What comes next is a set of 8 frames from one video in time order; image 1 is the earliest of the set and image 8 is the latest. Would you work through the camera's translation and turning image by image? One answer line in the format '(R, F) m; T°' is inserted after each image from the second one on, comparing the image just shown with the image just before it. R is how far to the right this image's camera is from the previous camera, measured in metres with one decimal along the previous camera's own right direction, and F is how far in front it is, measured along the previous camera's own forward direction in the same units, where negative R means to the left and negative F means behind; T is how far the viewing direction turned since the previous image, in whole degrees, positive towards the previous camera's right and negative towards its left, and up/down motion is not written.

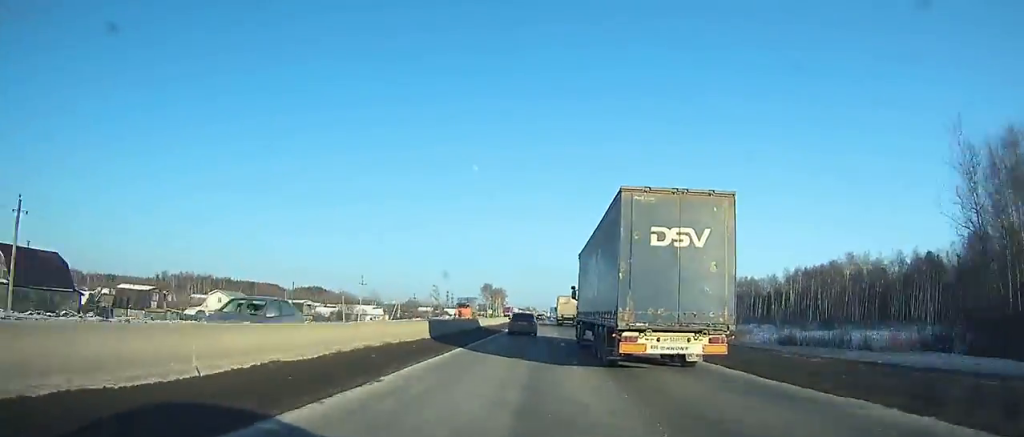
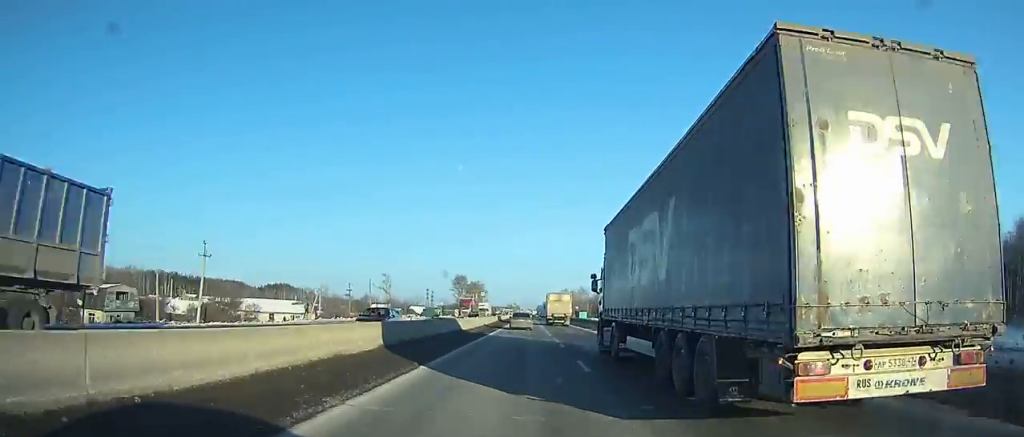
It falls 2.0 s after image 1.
(+0.5, +49.5) m; +1°
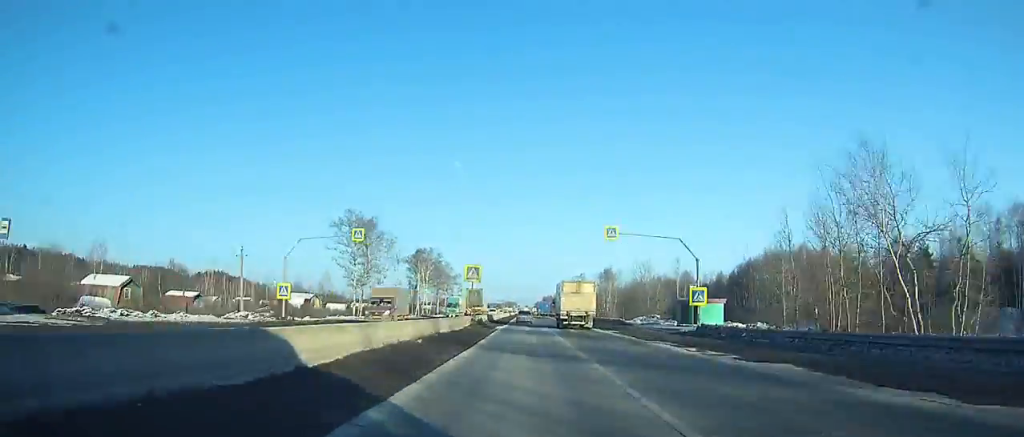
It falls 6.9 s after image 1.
(+1.2, +130.9) m; +1°
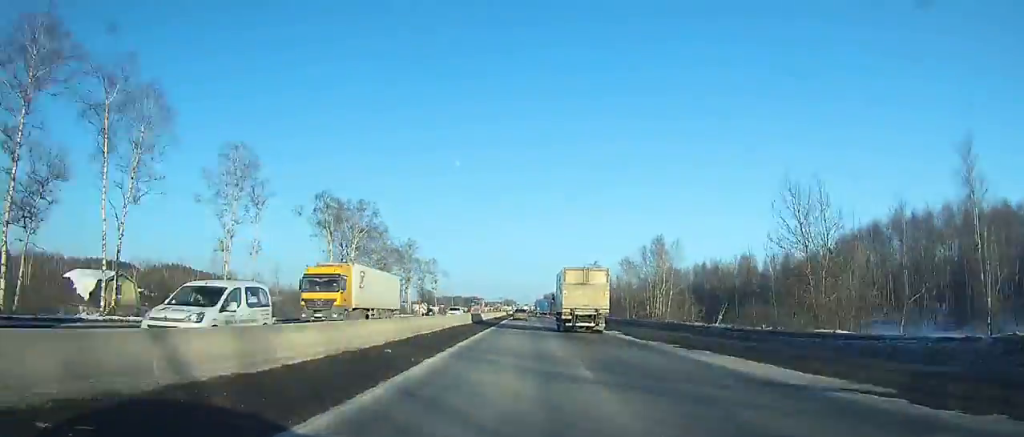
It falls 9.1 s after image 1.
(0.0, +60.3) m; 0°
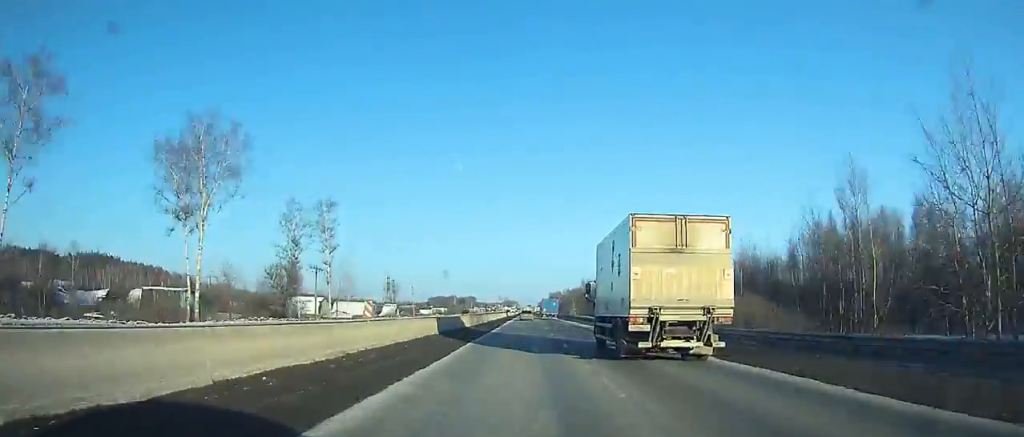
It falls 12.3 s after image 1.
(-0.2, +86.5) m; 0°
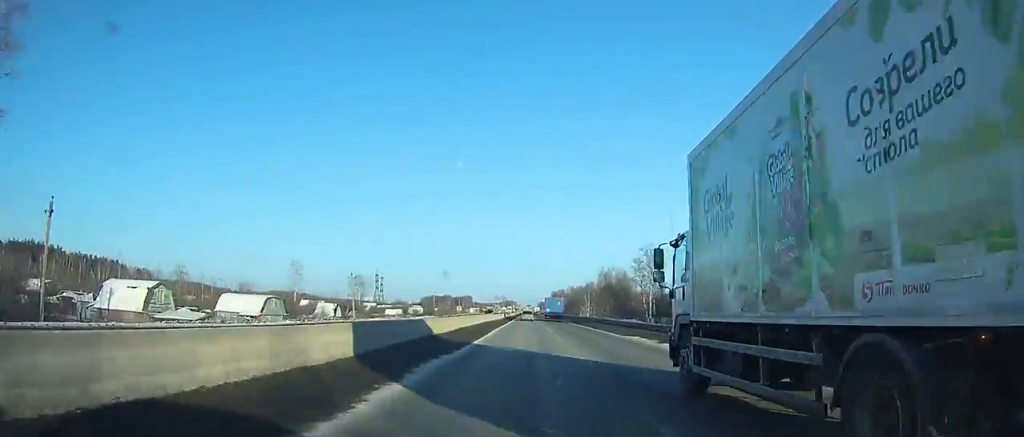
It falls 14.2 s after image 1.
(0.0, +50.5) m; 0°
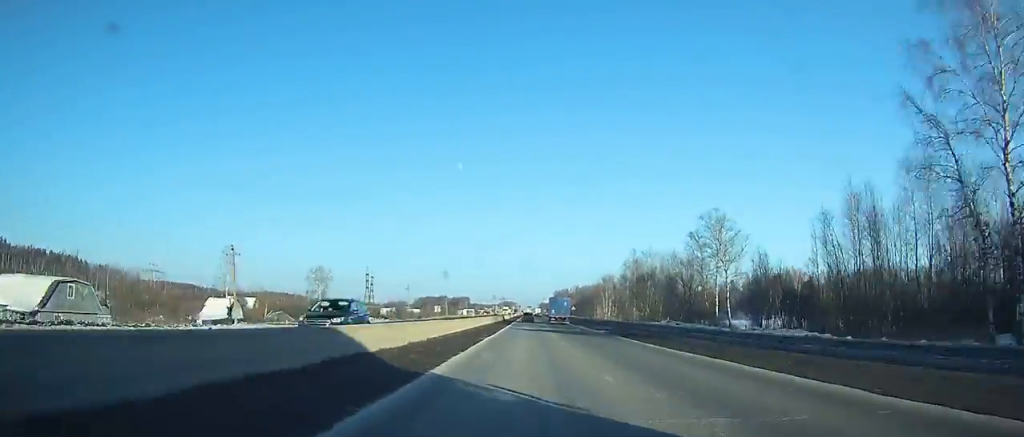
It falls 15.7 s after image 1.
(+0.1, +39.4) m; 0°
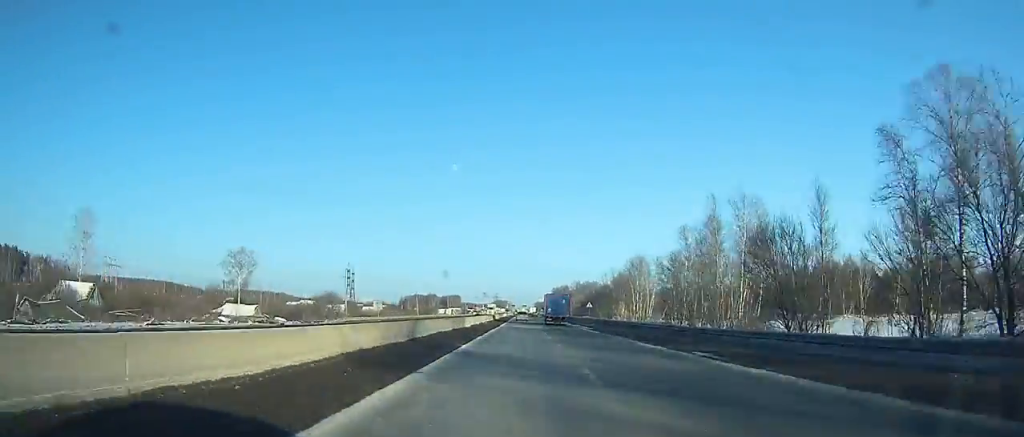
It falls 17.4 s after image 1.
(+0.1, +44.4) m; 0°
